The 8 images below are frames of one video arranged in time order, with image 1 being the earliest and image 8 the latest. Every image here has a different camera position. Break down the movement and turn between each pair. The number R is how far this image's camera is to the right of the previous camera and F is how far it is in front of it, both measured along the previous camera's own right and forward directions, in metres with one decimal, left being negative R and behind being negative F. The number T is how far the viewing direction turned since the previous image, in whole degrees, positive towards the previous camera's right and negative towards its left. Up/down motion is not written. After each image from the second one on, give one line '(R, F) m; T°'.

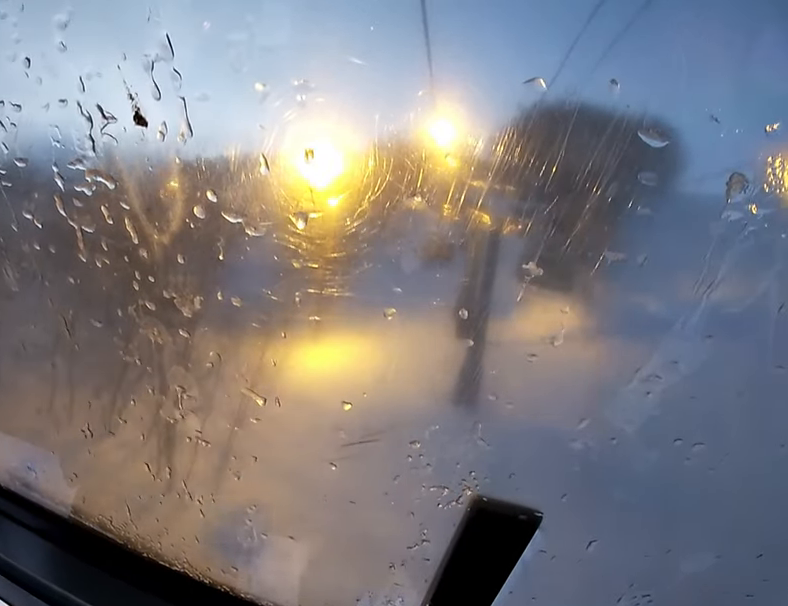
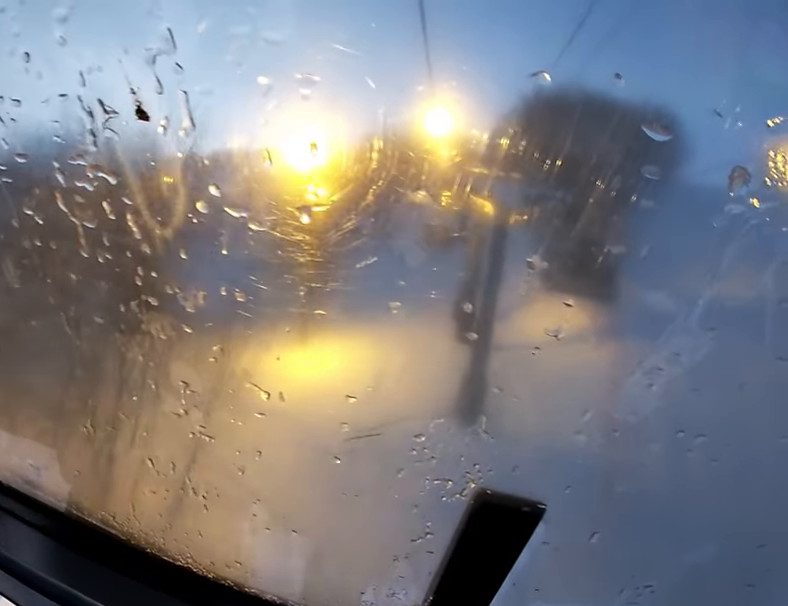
(0.0, +2.4) m; -3°
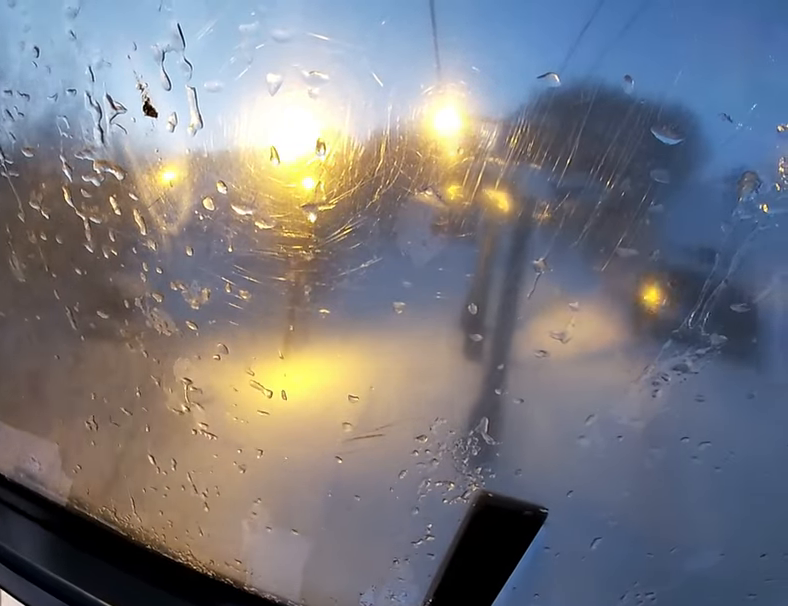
(-0.2, +3.5) m; -4°
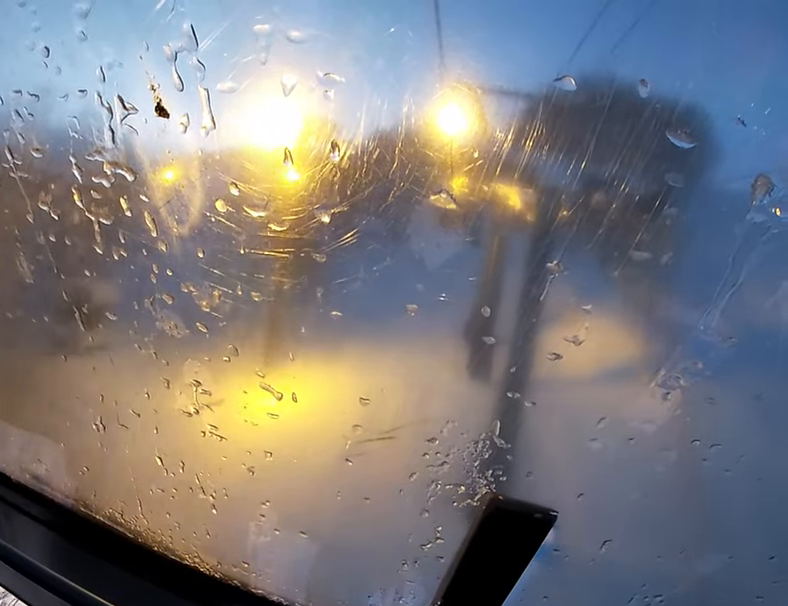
(-0.1, +2.9) m; +1°
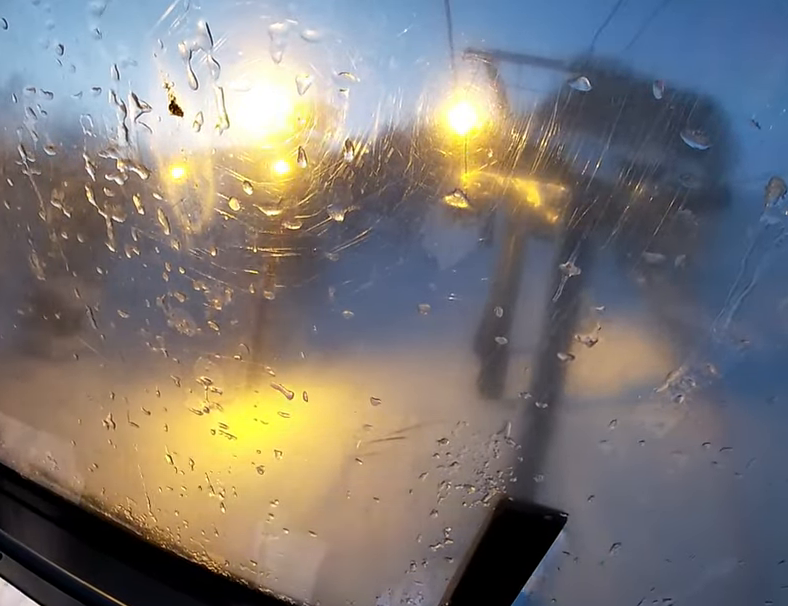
(-0.1, +2.5) m; +3°
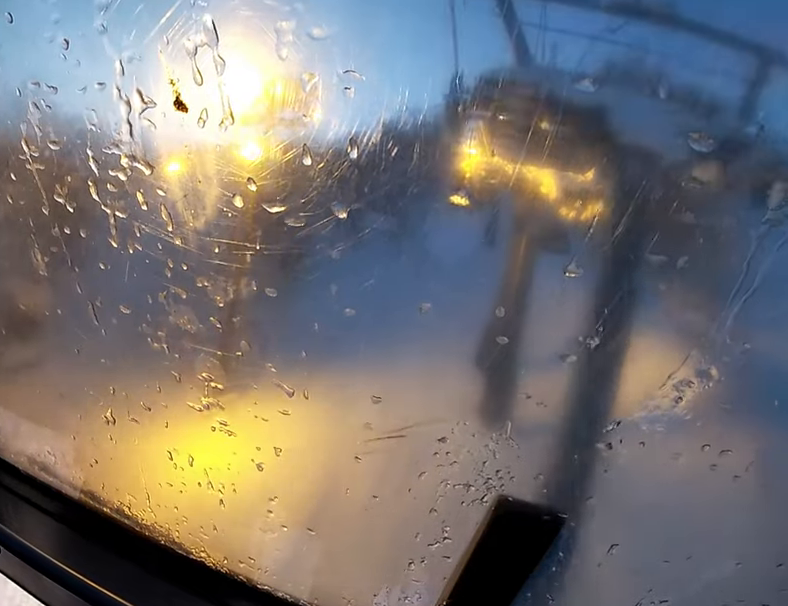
(+0.2, +2.5) m; +3°
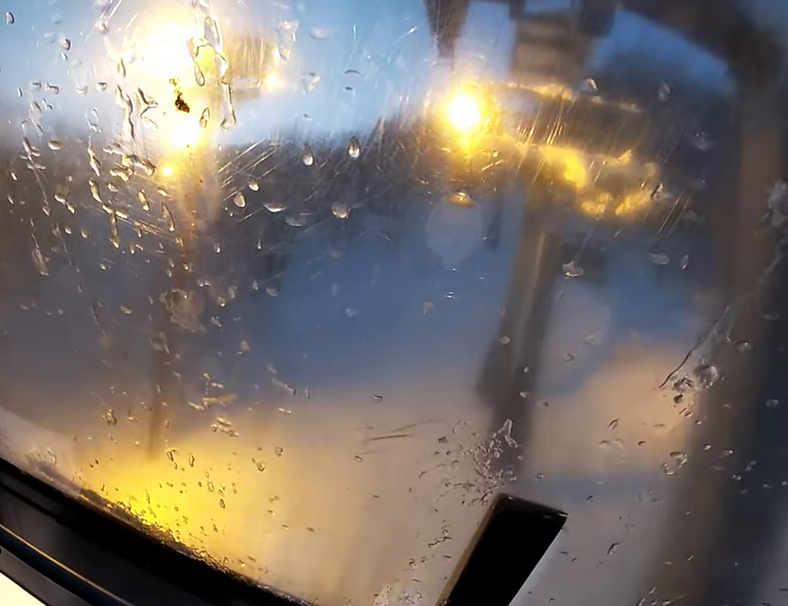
(+0.1, +3.4) m; +2°
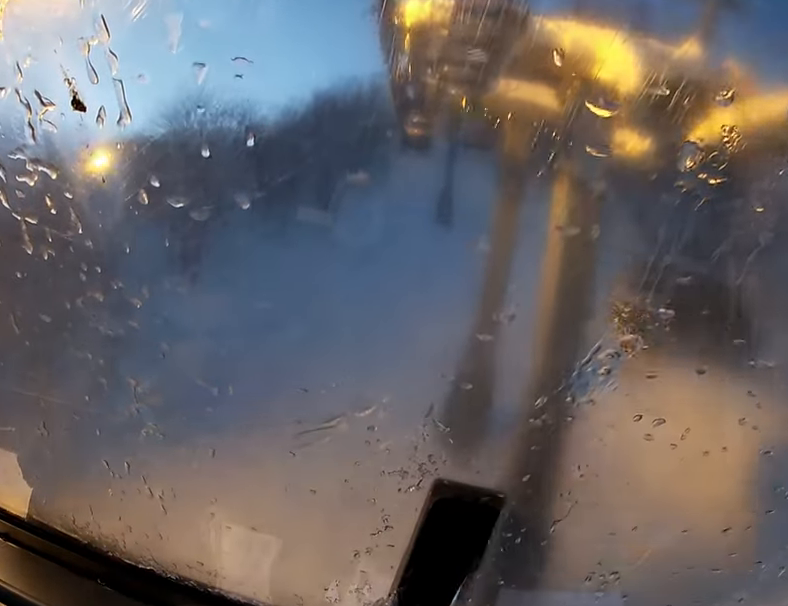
(0.0, +5.6) m; 0°
